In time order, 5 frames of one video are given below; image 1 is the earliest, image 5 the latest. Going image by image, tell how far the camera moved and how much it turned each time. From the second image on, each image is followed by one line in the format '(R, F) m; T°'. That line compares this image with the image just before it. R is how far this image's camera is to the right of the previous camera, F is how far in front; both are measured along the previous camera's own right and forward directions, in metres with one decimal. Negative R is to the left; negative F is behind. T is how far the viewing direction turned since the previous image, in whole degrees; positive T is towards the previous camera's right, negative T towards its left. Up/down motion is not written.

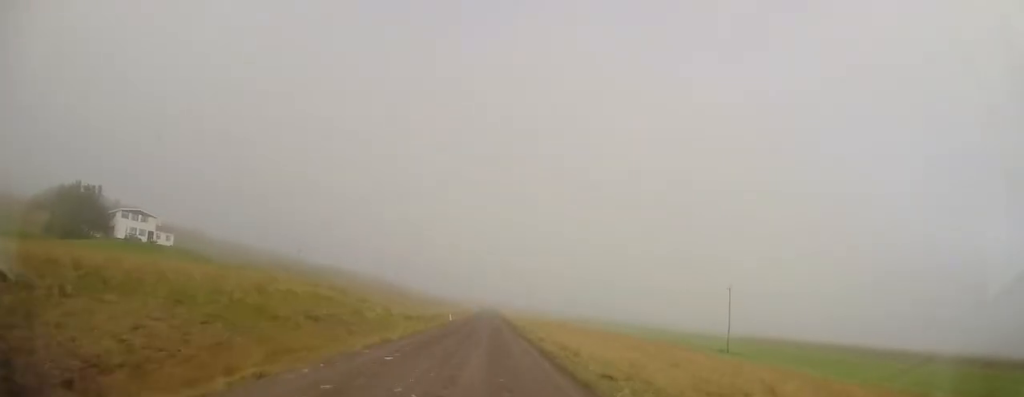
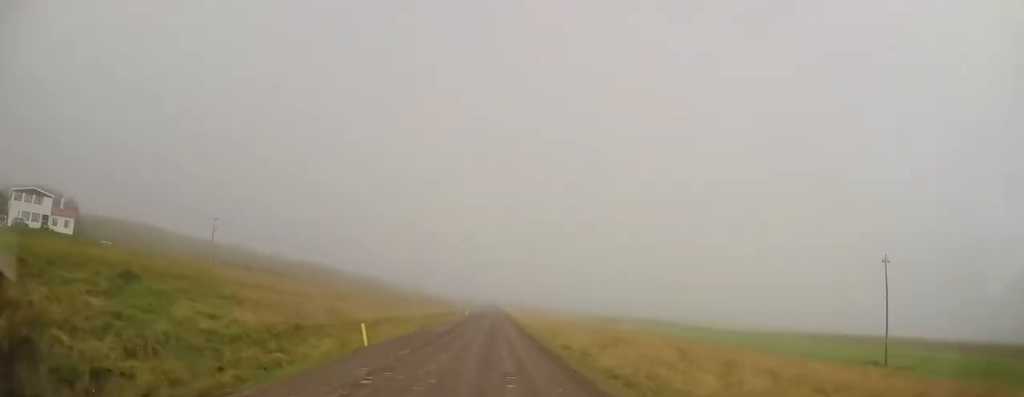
(+0.4, +30.6) m; +1°
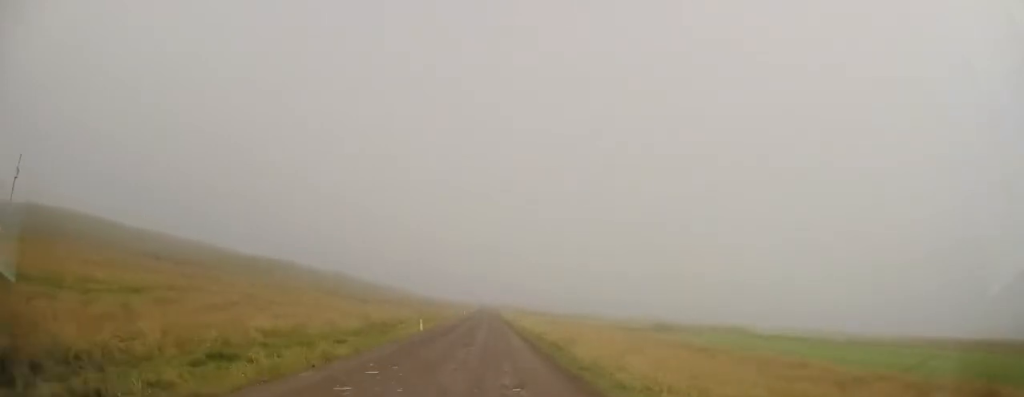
(+0.5, +37.4) m; -1°
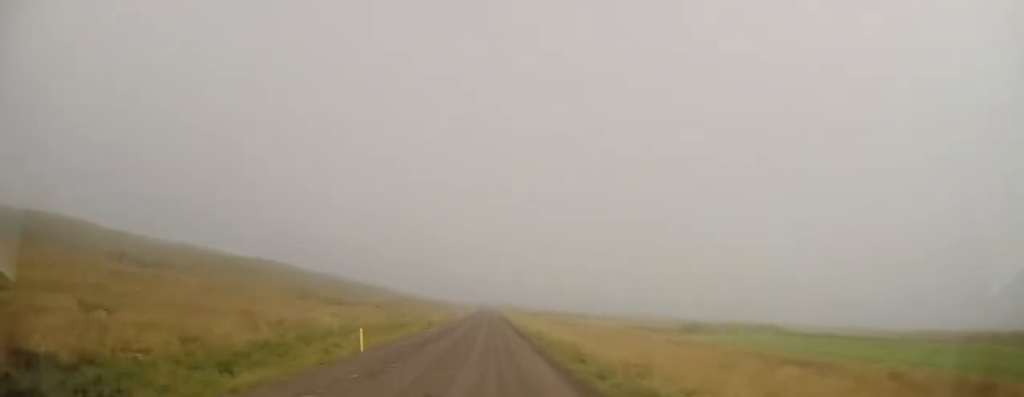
(-0.1, +12.4) m; -1°
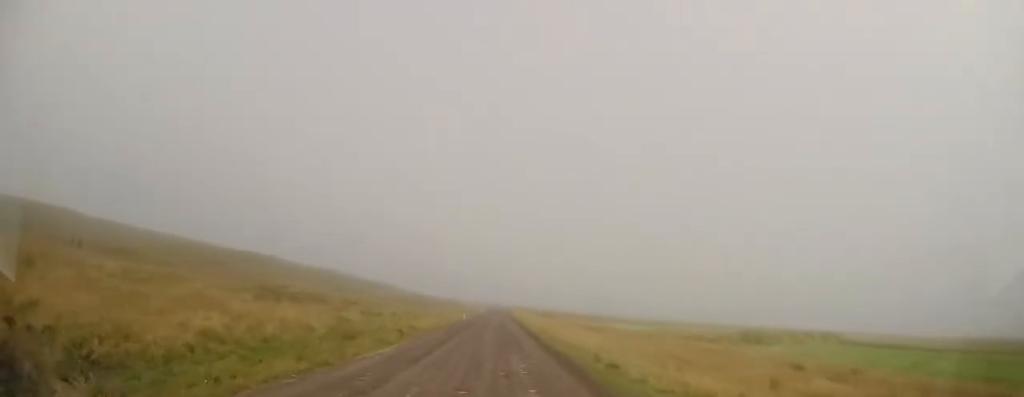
(-0.2, +14.0) m; -2°
